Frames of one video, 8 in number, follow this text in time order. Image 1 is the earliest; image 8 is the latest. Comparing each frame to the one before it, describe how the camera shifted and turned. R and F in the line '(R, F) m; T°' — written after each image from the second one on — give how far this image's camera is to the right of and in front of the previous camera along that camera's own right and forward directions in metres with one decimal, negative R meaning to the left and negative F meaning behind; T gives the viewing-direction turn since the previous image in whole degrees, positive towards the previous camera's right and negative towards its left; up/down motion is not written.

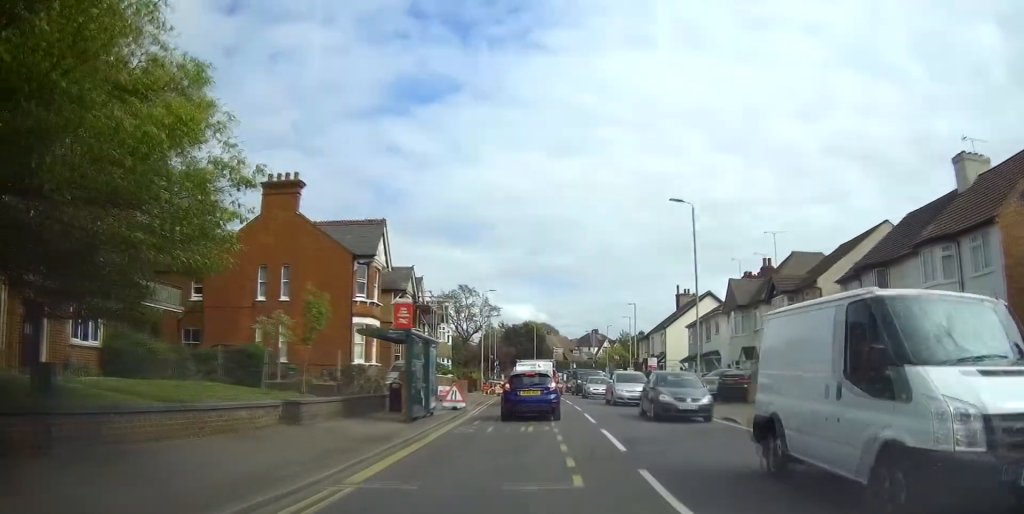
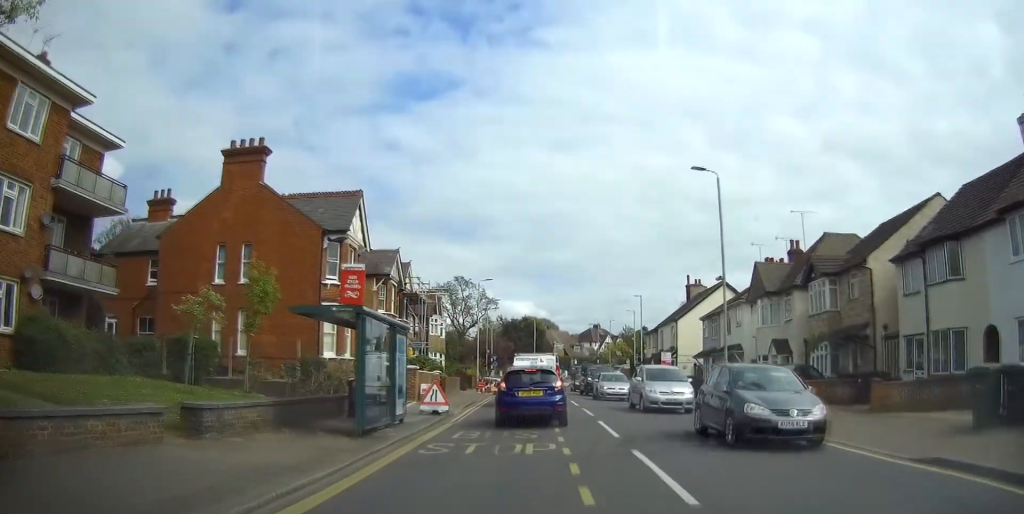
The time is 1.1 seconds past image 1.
(+0.5, +5.3) m; +6°
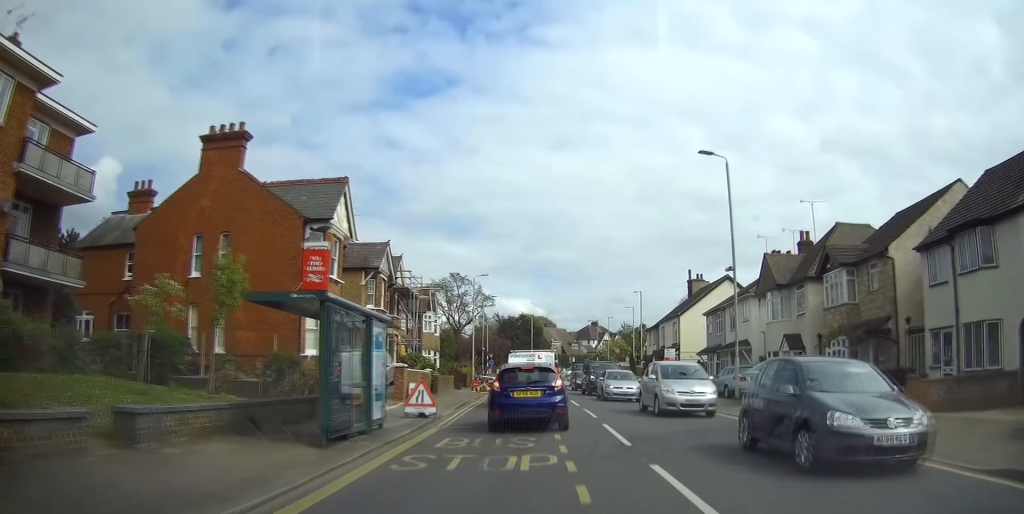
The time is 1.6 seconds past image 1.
(0.0, +2.1) m; +1°
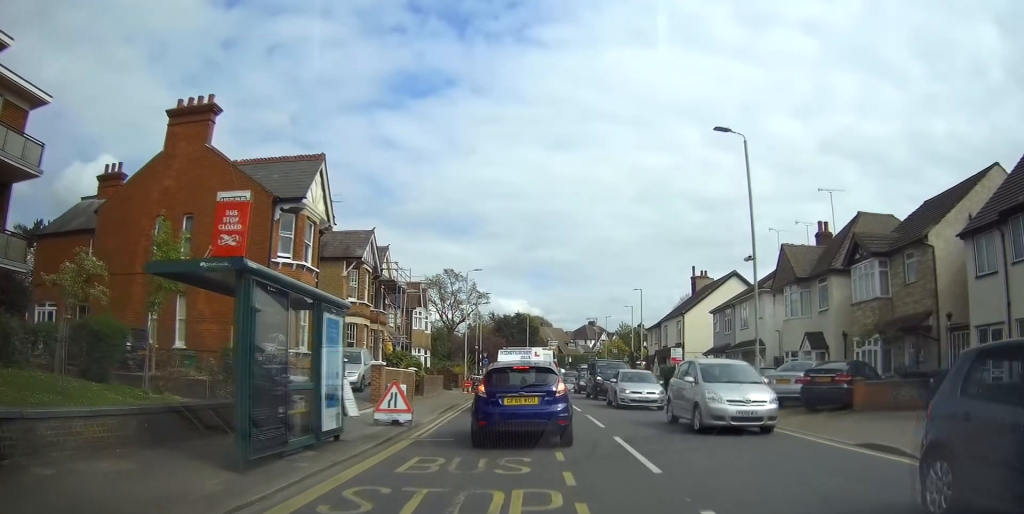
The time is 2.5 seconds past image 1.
(+0.1, +3.4) m; +4°
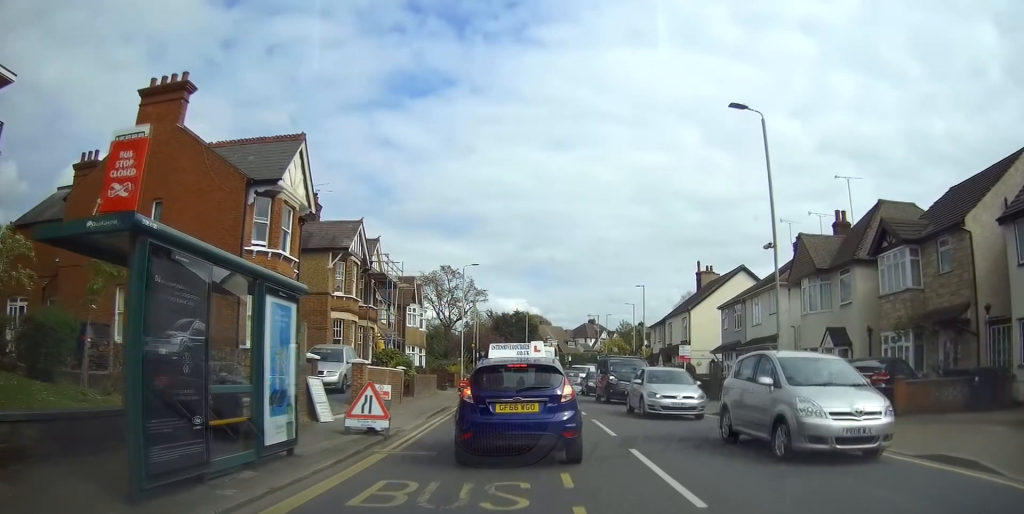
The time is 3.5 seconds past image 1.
(+0.1, +2.9) m; +5°
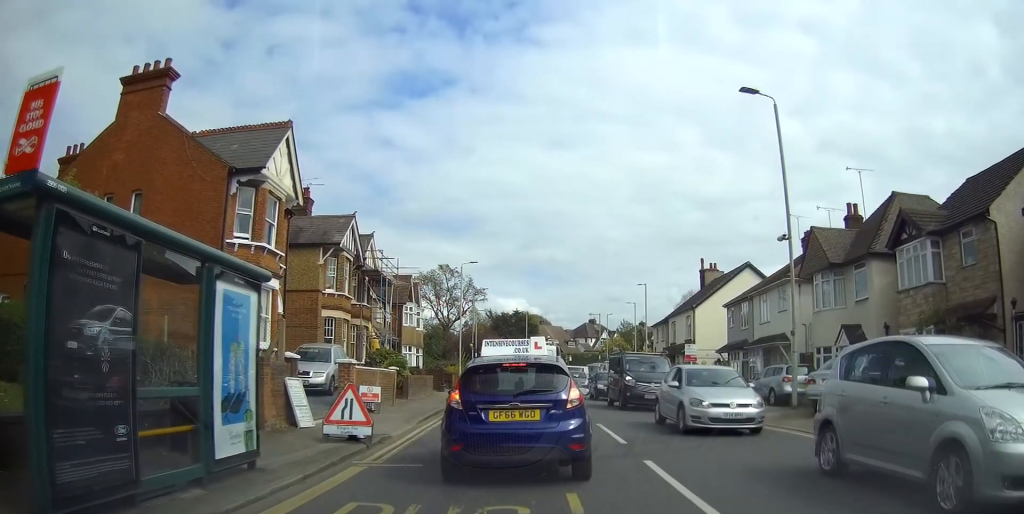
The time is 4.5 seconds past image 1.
(+0.1, +2.0) m; +2°
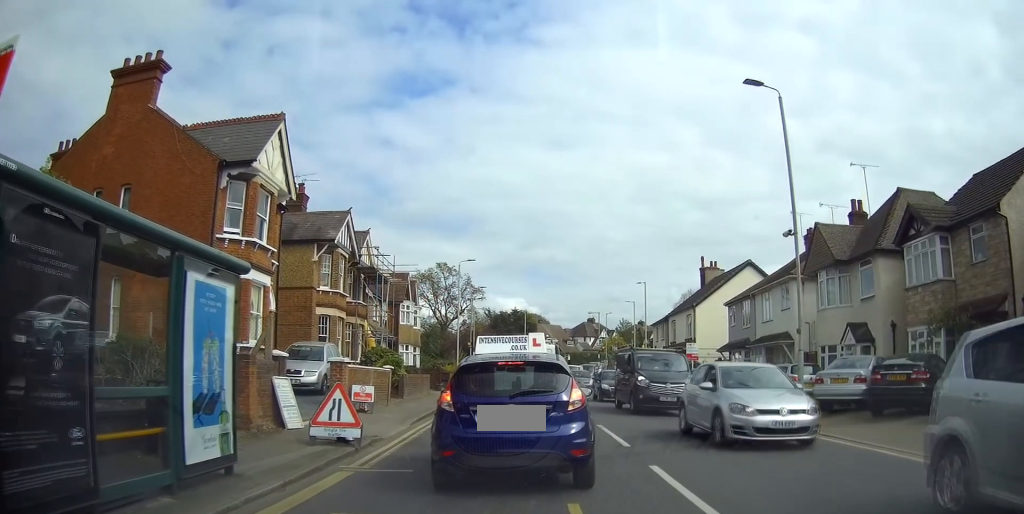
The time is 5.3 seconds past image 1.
(-0.1, +0.9) m; 0°
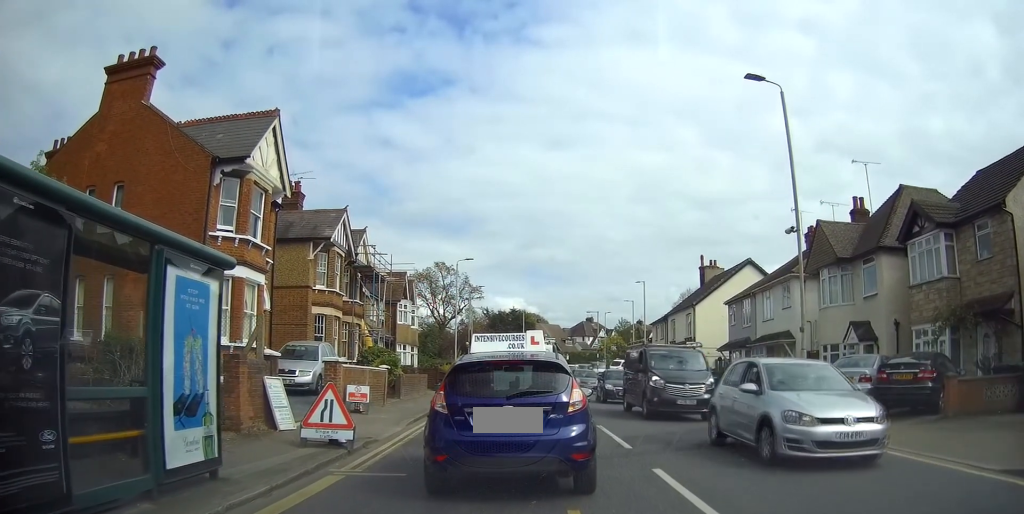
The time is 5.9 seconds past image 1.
(-0.3, +0.5) m; 0°
